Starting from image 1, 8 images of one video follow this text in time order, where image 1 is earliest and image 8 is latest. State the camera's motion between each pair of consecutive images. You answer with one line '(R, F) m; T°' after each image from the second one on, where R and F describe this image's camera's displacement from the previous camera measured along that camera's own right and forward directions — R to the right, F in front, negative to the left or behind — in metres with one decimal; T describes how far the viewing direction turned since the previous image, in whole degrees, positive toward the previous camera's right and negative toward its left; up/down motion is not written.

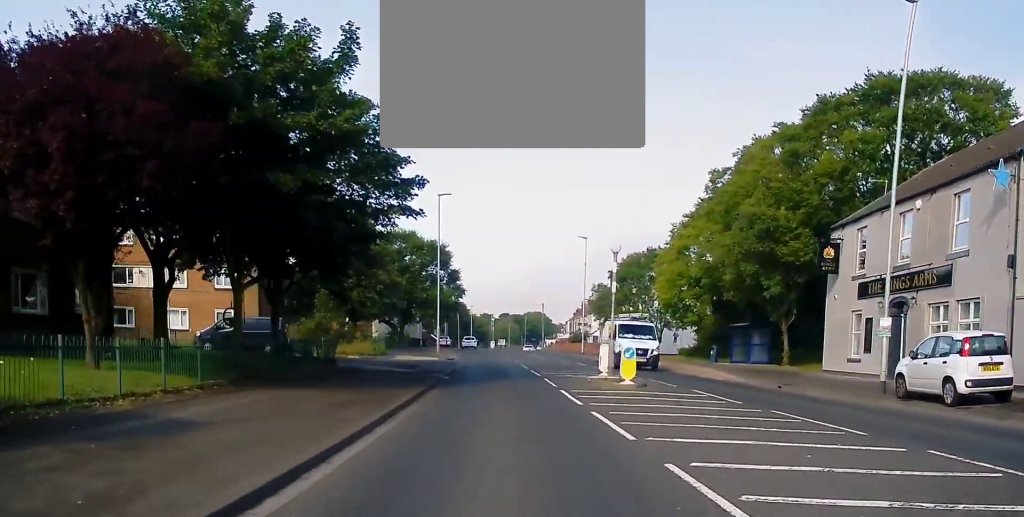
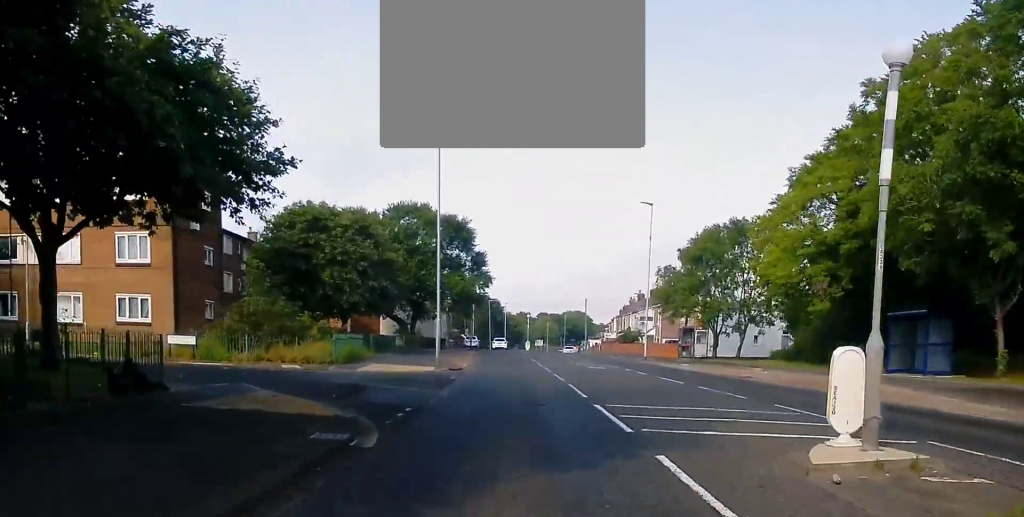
(-0.5, +17.3) m; -4°
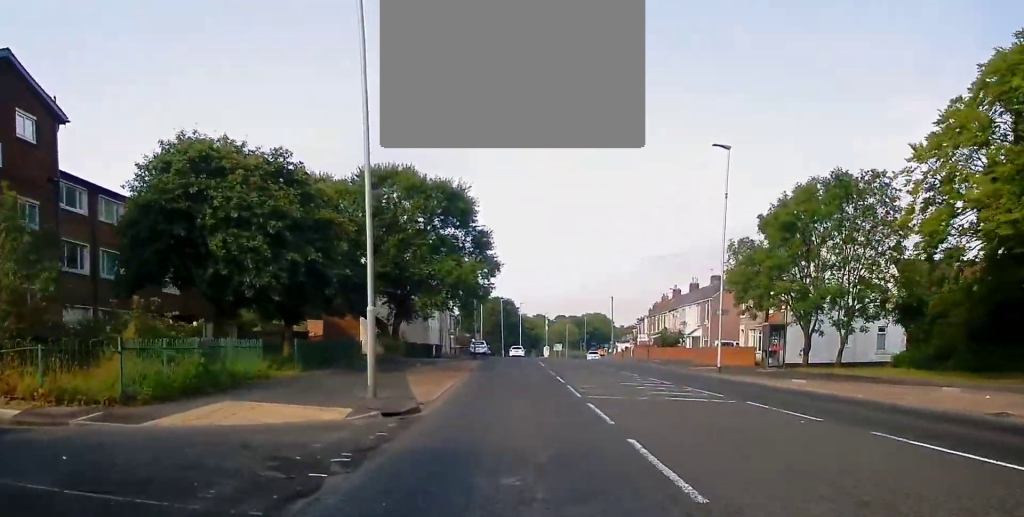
(-0.6, +16.1) m; -2°
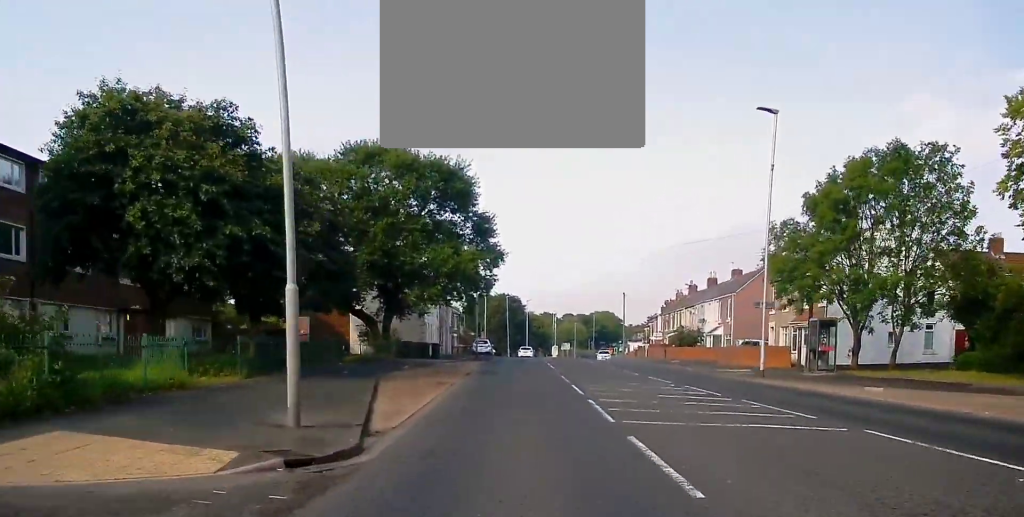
(0.0, +5.6) m; 0°
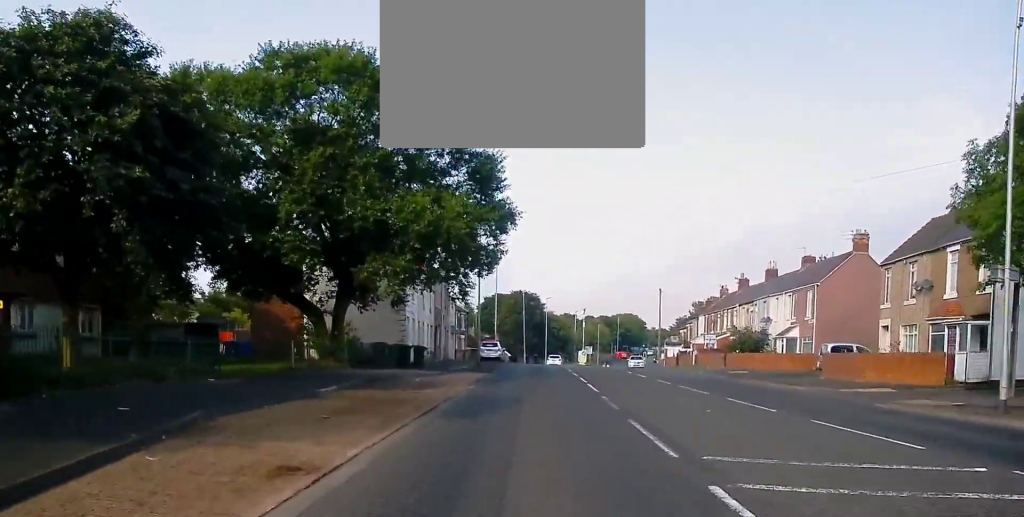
(0.0, +15.3) m; 0°
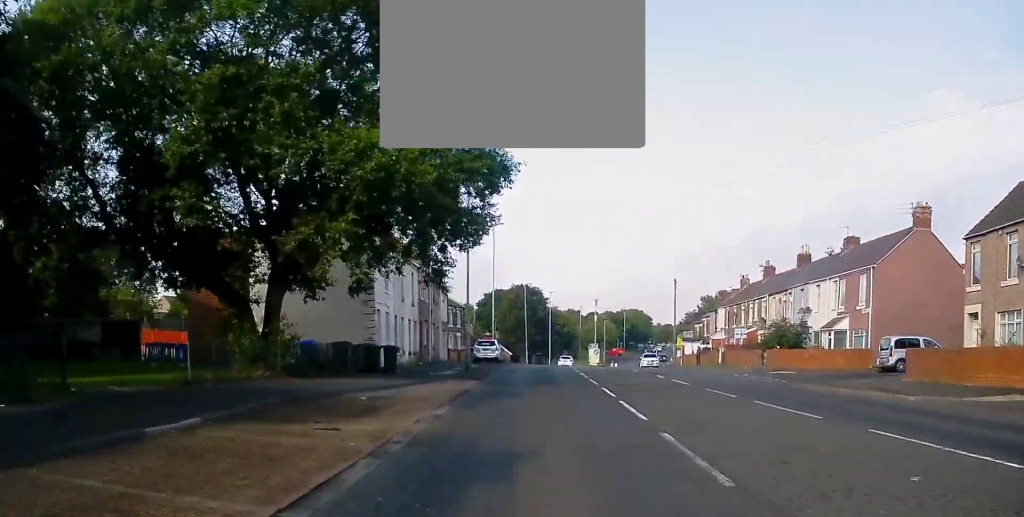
(+0.1, +8.2) m; 0°
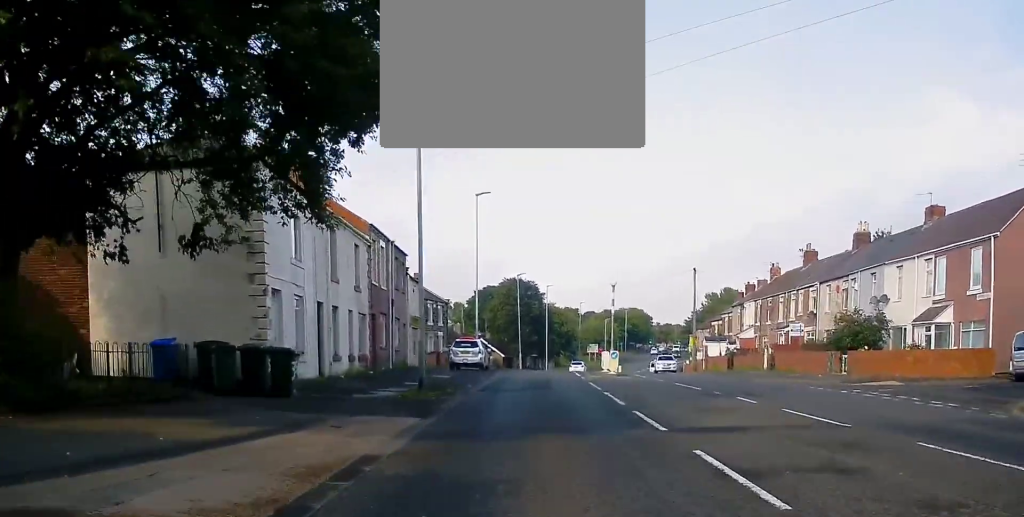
(-0.1, +12.4) m; 0°
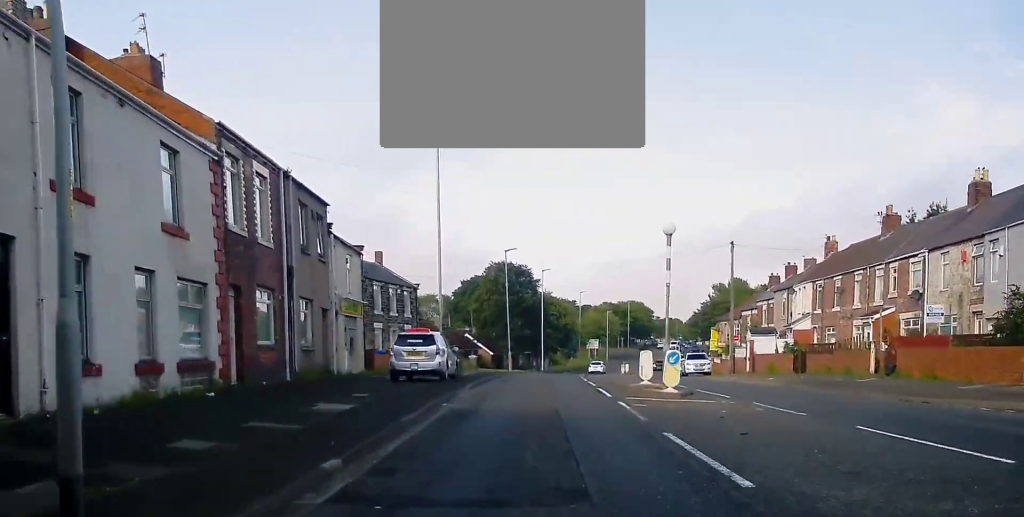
(0.0, +15.4) m; 0°
